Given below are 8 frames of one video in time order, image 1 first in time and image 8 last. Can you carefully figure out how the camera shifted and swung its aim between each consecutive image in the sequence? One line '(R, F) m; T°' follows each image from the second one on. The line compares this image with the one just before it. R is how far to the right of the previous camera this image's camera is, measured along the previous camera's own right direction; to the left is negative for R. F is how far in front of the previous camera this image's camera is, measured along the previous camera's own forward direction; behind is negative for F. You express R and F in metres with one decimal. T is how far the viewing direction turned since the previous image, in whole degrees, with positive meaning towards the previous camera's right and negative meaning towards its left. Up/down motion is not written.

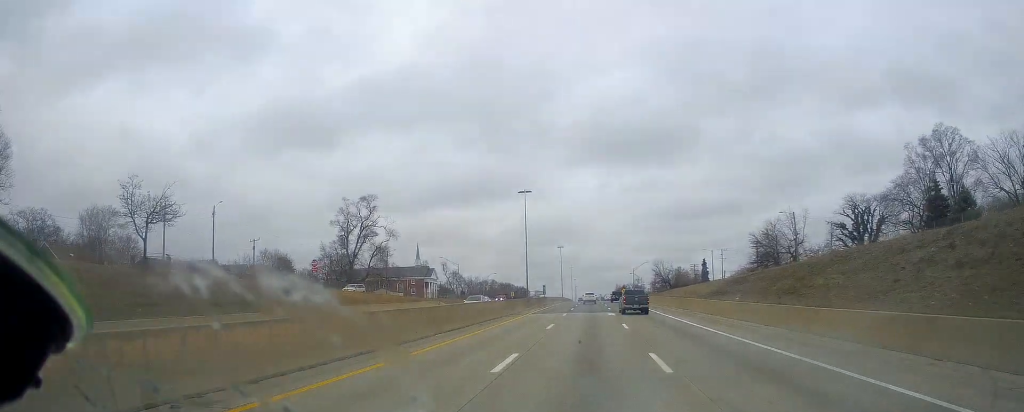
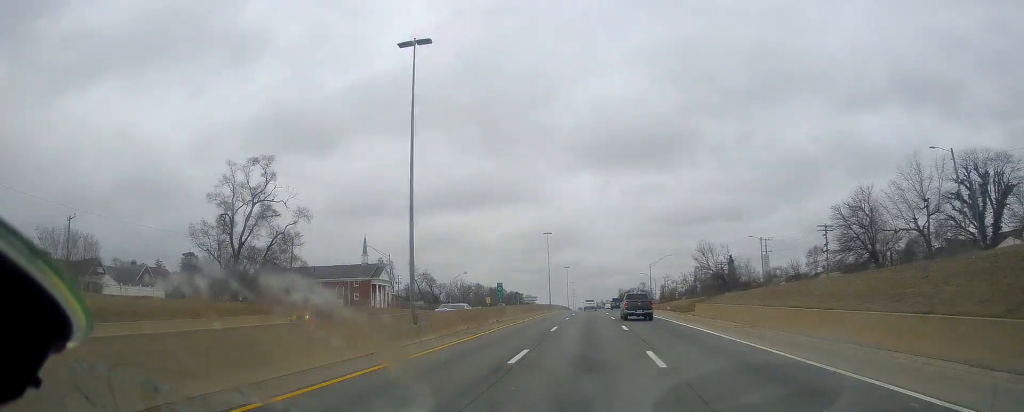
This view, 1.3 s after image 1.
(0.0, +43.7) m; +1°
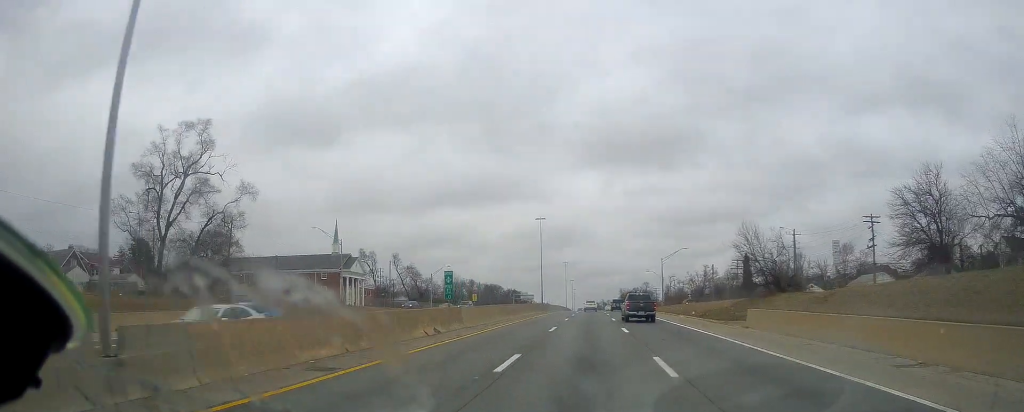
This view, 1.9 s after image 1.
(+0.1, +17.4) m; 0°
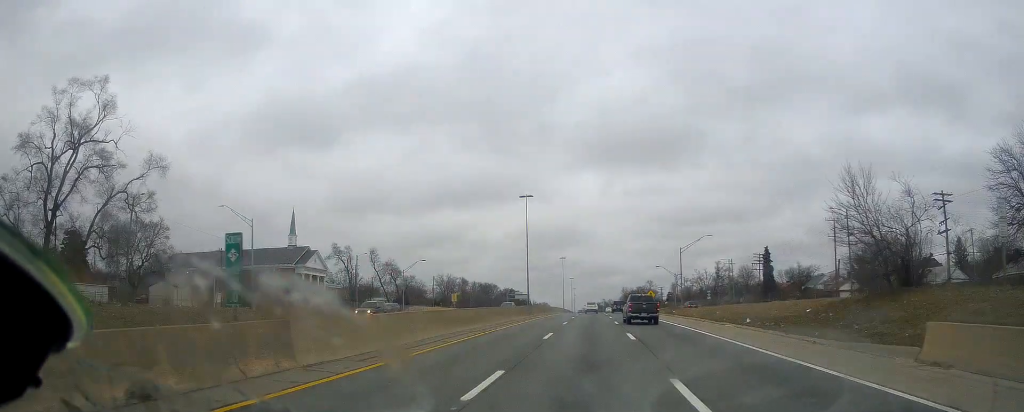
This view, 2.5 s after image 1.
(+0.5, +19.5) m; 0°
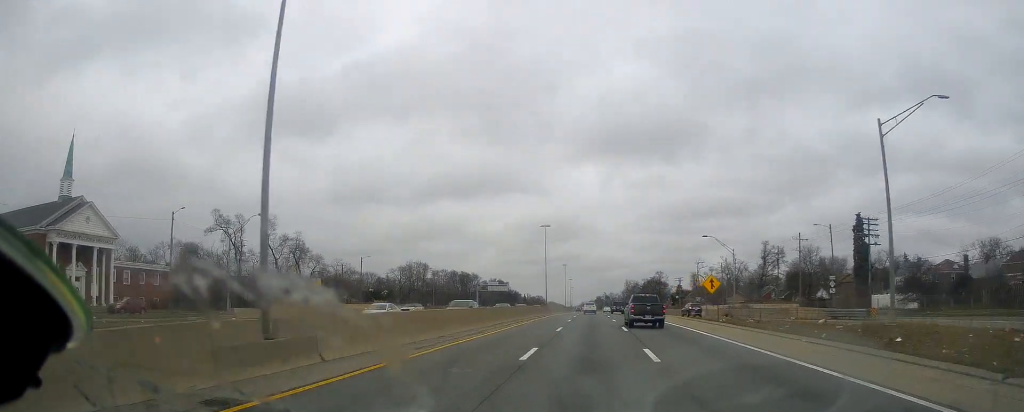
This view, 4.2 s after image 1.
(-1.1, +54.5) m; -1°
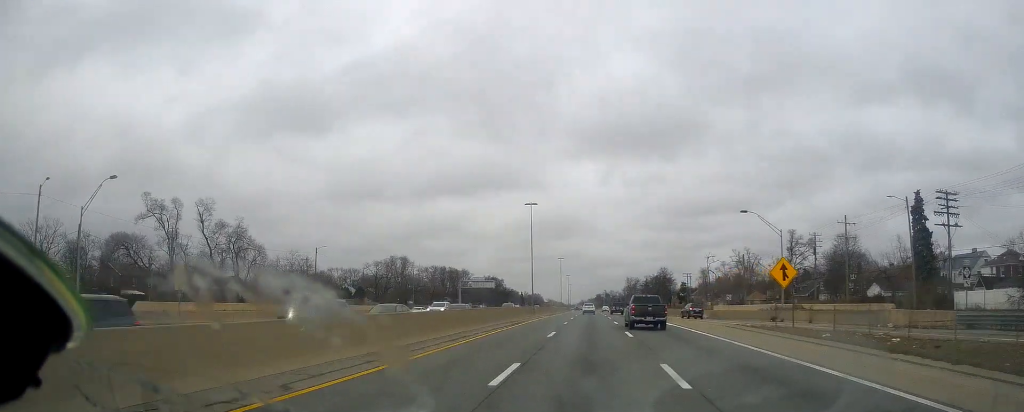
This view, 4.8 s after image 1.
(0.0, +20.1) m; 0°
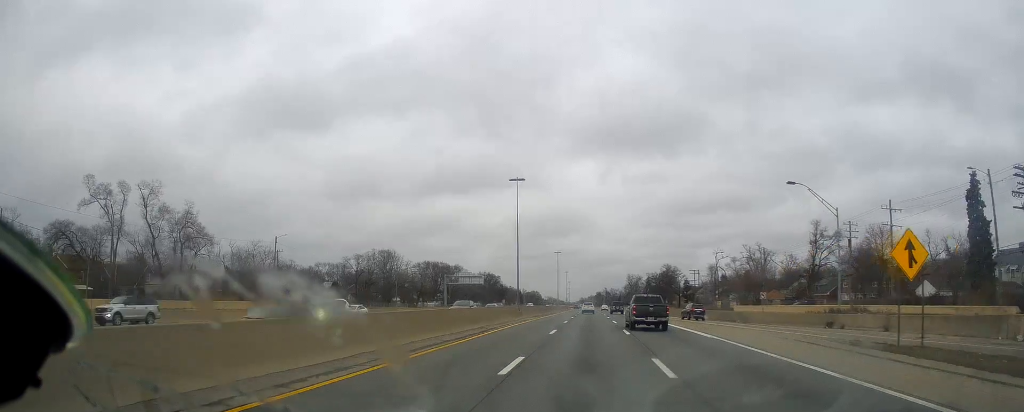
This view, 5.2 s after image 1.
(0.0, +13.6) m; 0°
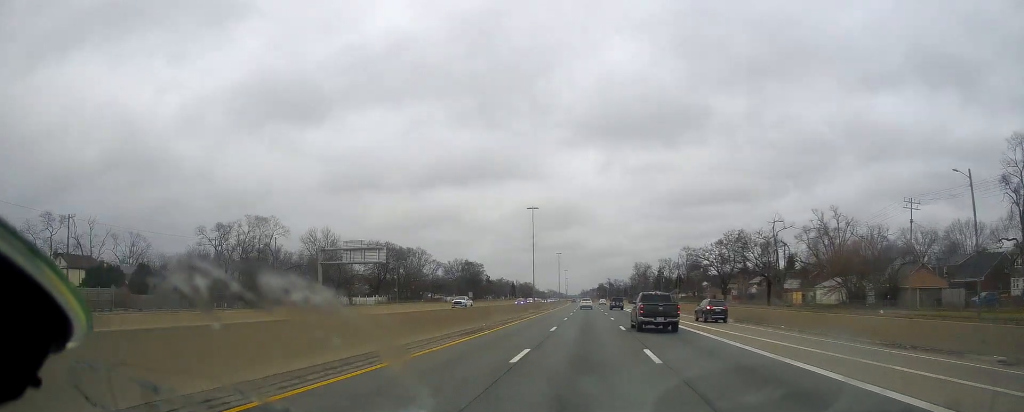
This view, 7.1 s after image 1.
(0.0, +58.5) m; 0°
